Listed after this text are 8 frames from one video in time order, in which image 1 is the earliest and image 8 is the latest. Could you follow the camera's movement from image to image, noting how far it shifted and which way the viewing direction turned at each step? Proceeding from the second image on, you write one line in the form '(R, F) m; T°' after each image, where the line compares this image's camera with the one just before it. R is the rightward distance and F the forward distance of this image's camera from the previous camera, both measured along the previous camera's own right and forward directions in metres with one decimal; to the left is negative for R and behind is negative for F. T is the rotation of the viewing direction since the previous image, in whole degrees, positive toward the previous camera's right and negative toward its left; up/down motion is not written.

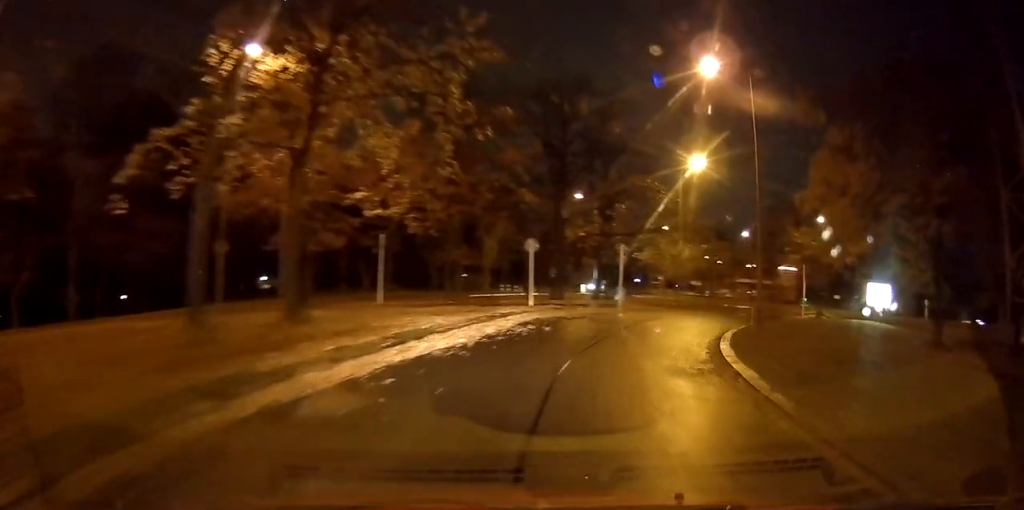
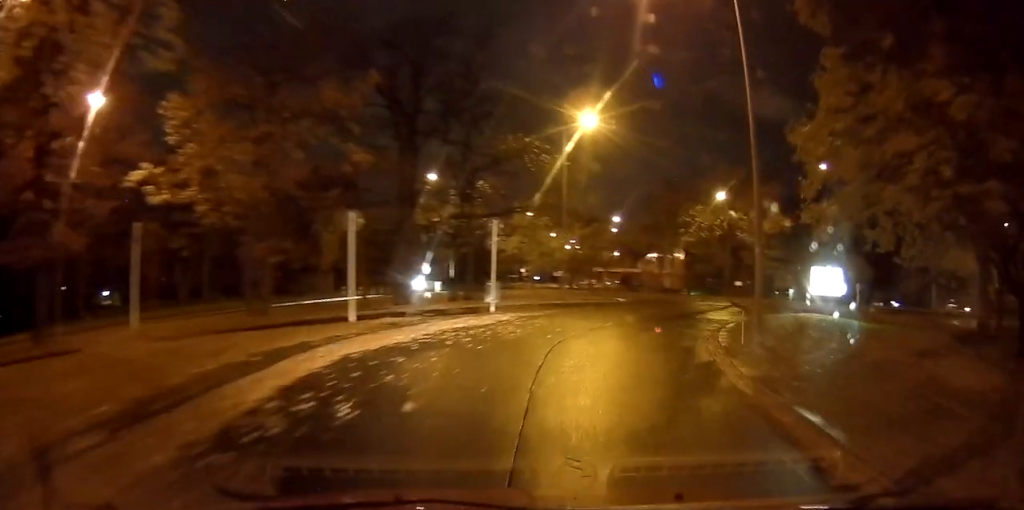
(+0.7, +10.6) m; +6°
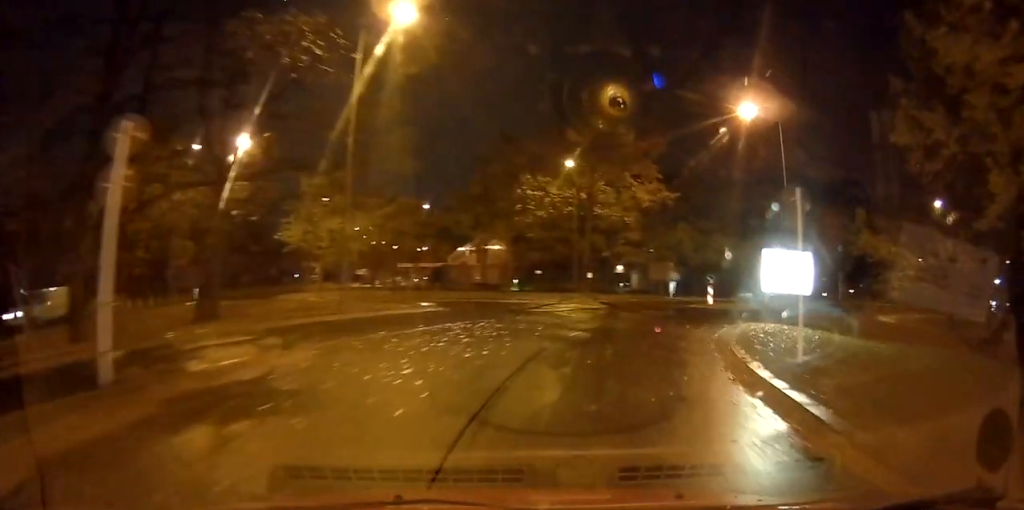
(+1.2, +14.7) m; +17°
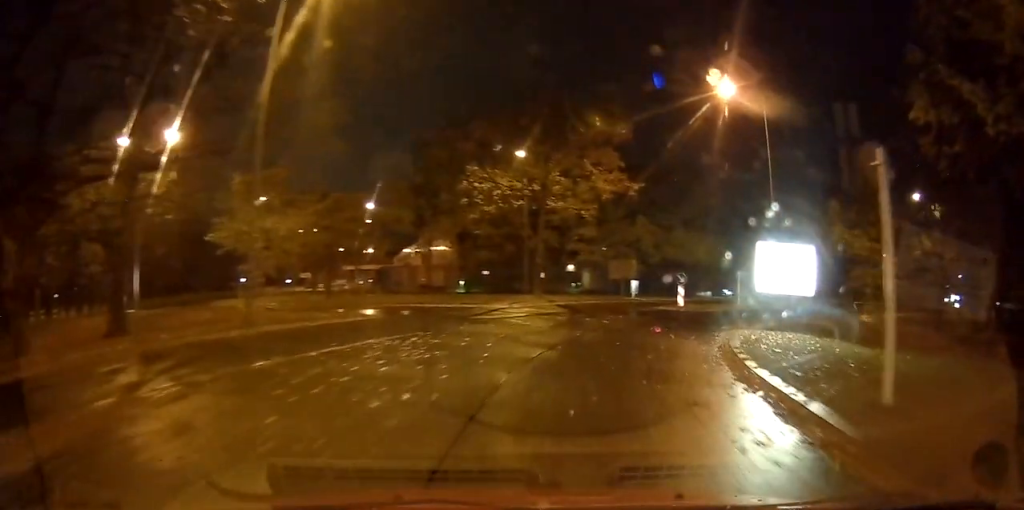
(+0.6, +3.7) m; +6°
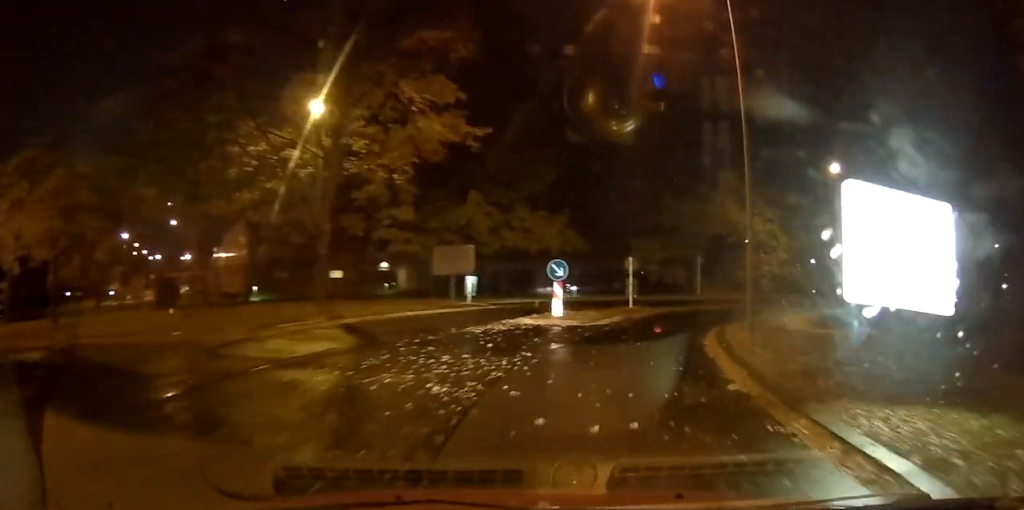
(+1.9, +11.9) m; +26°
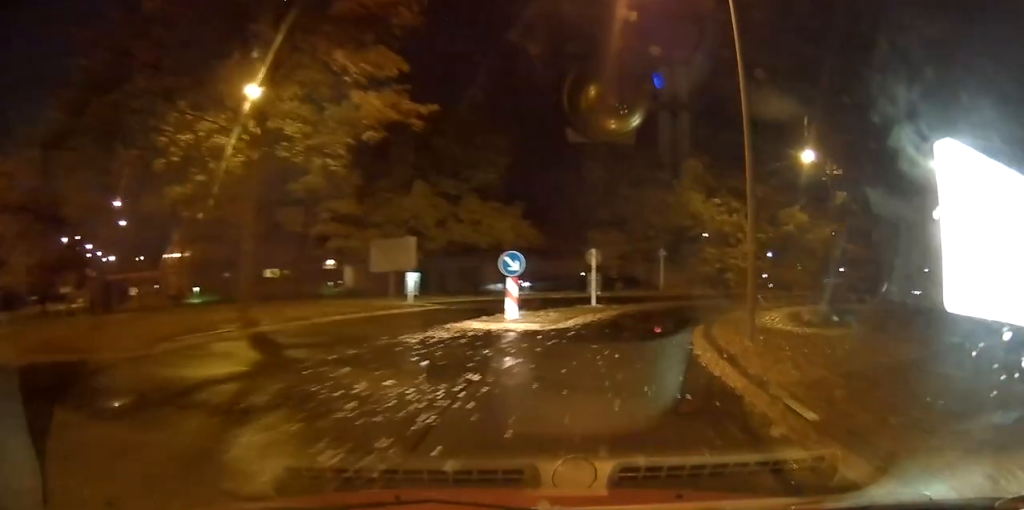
(0.0, +2.9) m; +10°
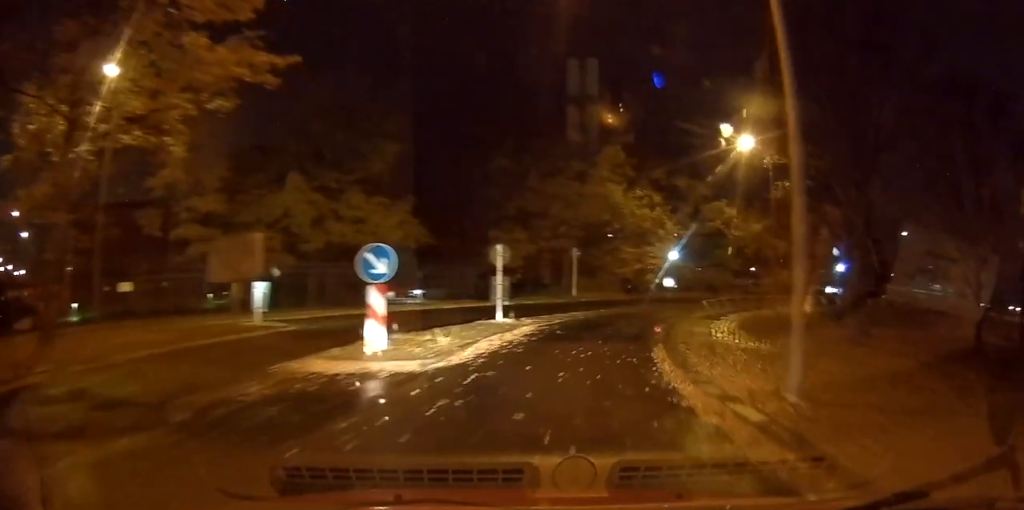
(+1.2, +5.4) m; +12°
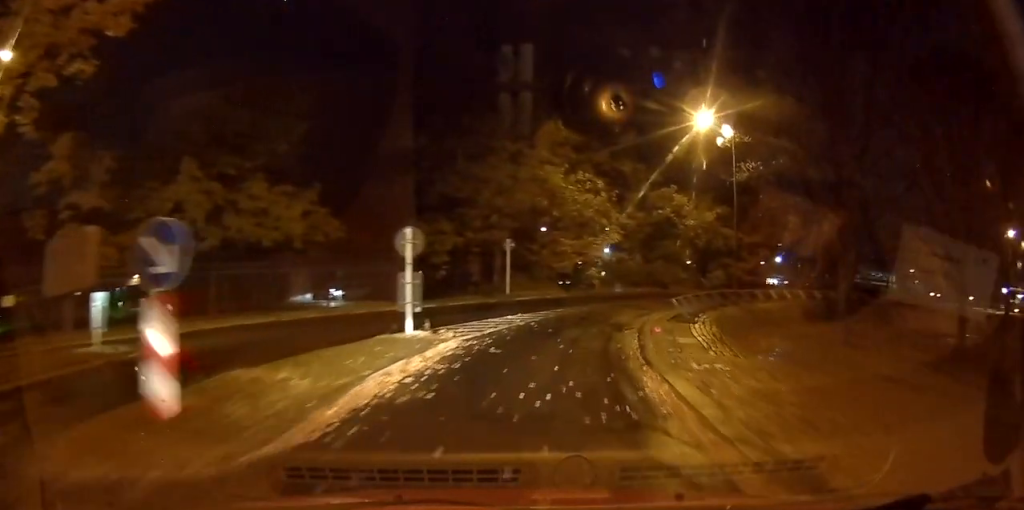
(+0.3, +4.7) m; +6°
